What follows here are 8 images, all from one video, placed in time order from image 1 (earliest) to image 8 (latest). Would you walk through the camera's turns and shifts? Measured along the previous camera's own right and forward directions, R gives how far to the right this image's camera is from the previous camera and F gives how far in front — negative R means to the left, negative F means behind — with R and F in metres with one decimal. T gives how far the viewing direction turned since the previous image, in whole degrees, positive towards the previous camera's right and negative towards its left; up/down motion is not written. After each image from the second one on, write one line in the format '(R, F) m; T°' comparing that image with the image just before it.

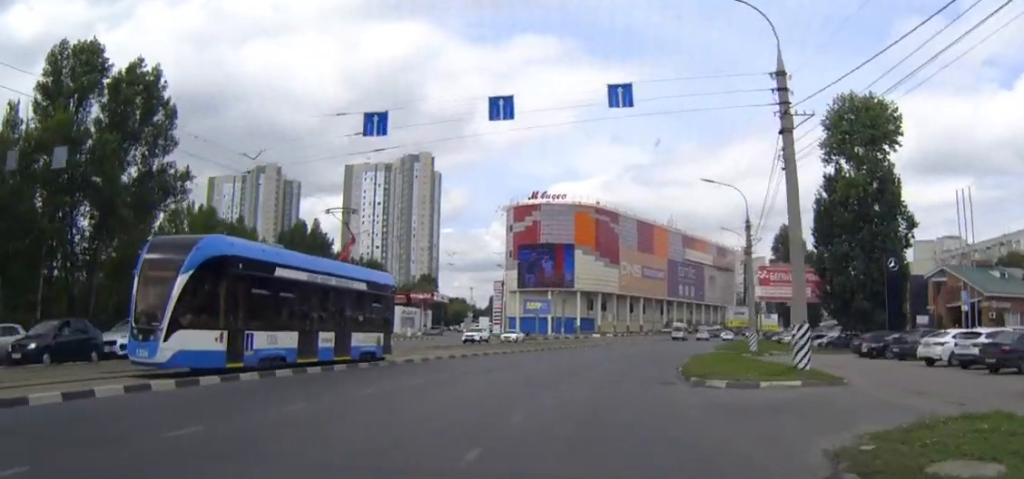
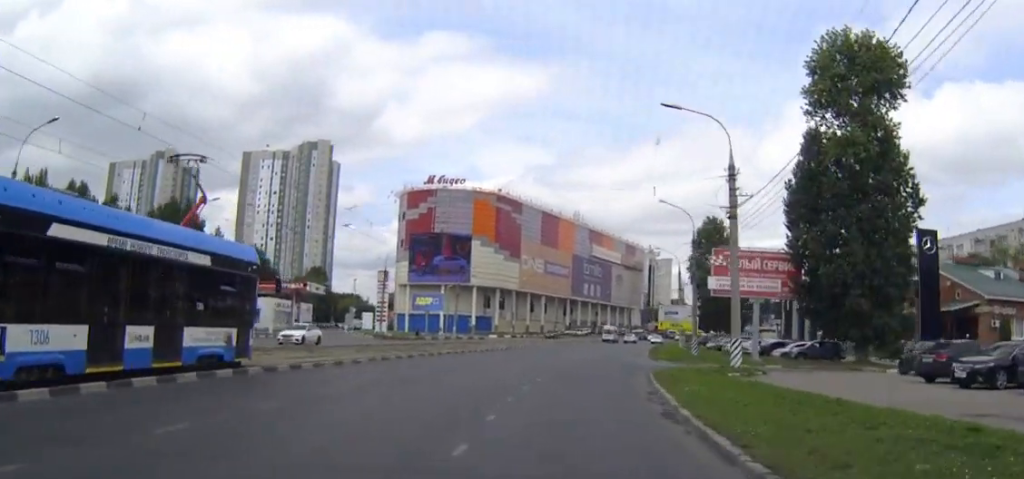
(+0.9, +19.4) m; +5°
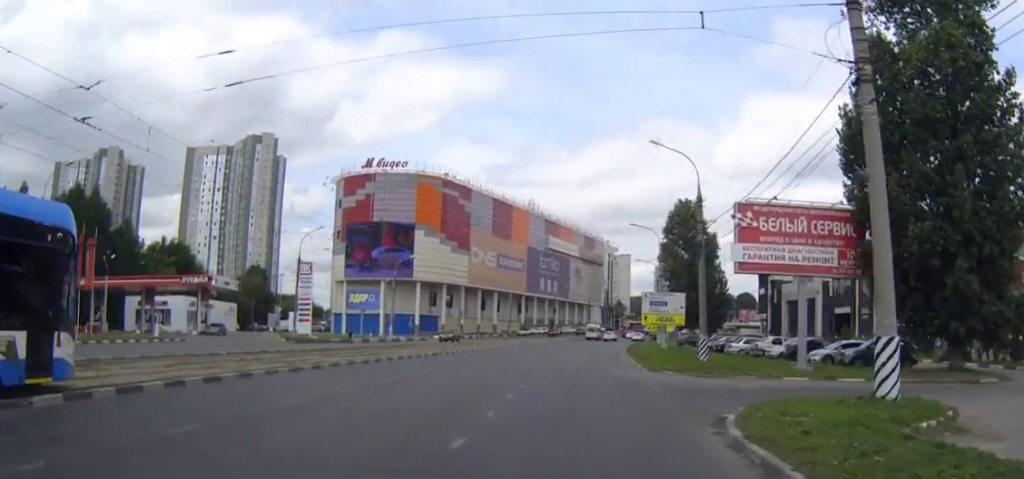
(+0.8, +18.8) m; +4°
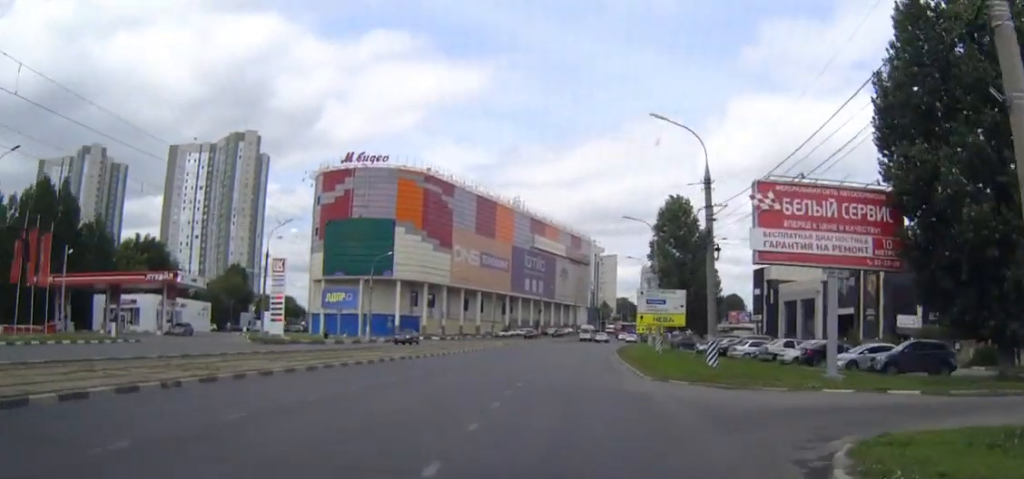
(+0.1, +5.9) m; +1°
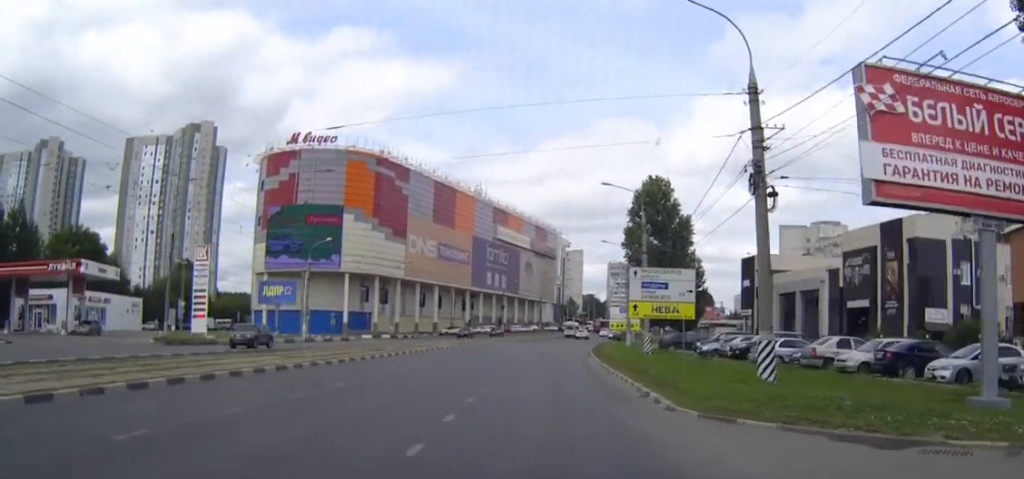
(+0.2, +14.3) m; +2°
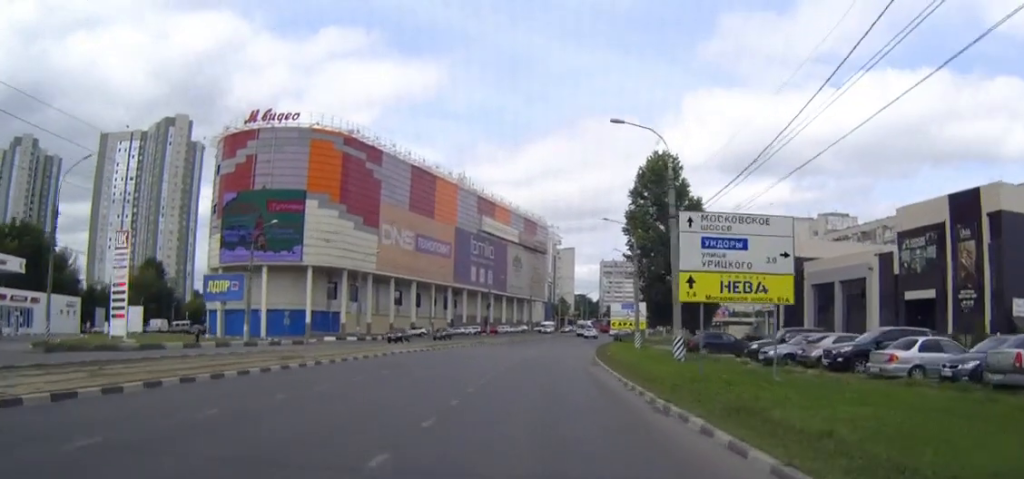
(+0.3, +16.5) m; +1°
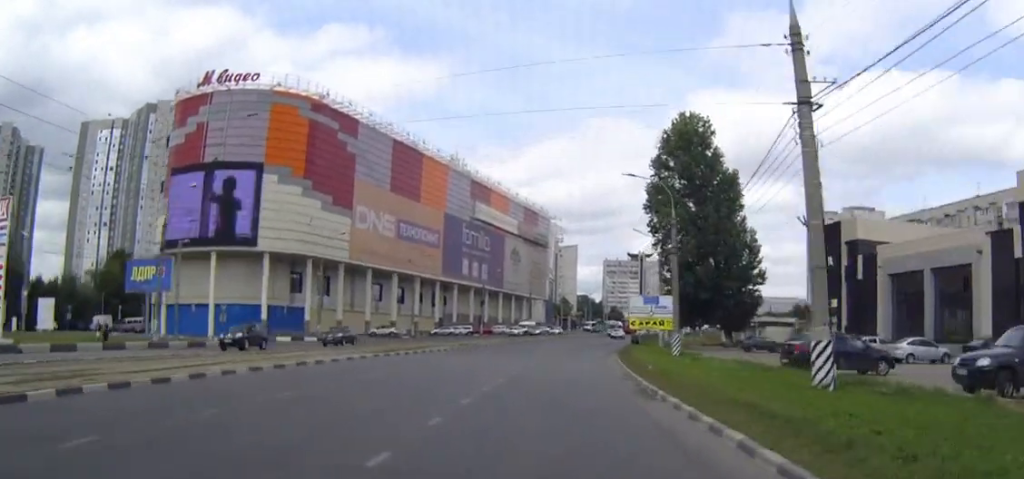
(+0.2, +20.3) m; +1°
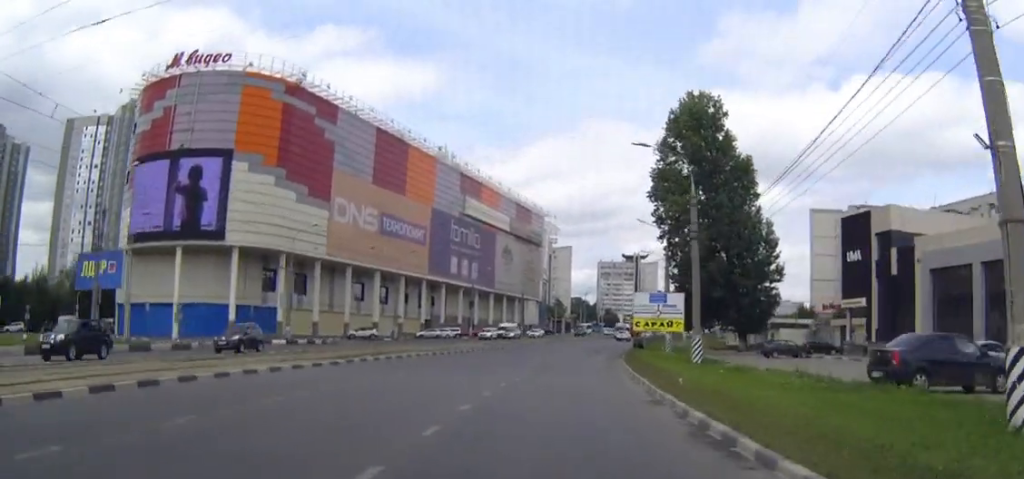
(0.0, +8.7) m; 0°
